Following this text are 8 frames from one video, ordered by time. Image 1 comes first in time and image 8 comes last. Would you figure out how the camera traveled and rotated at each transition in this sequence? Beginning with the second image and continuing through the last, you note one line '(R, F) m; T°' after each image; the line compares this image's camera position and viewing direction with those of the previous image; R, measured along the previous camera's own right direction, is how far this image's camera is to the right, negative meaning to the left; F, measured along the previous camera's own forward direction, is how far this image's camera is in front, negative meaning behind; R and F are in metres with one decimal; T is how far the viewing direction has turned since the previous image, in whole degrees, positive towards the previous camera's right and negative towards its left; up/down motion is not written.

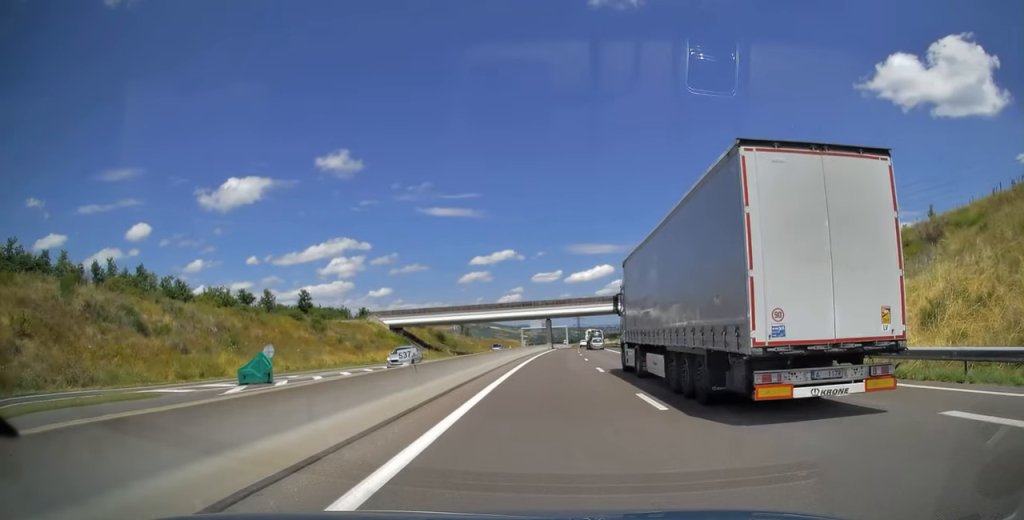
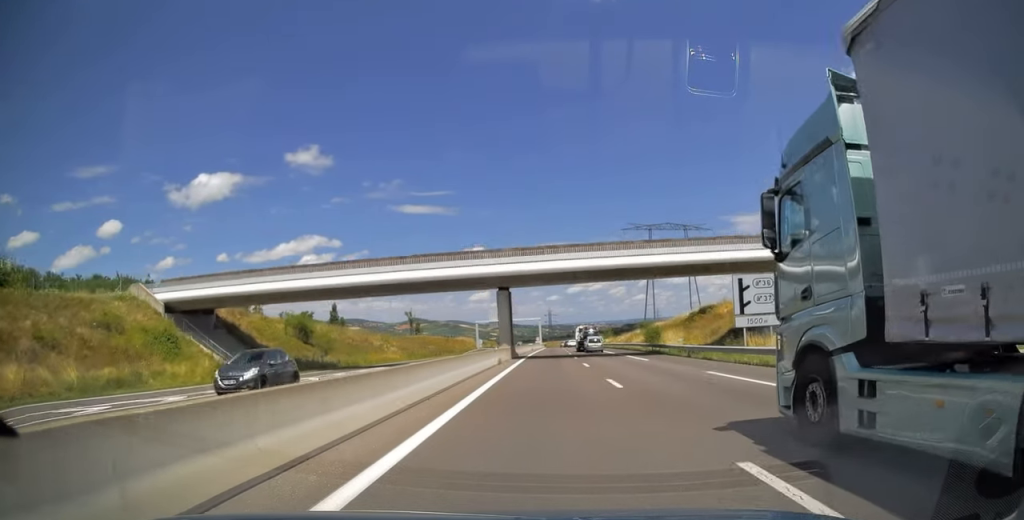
(+1.6, +60.4) m; +3°
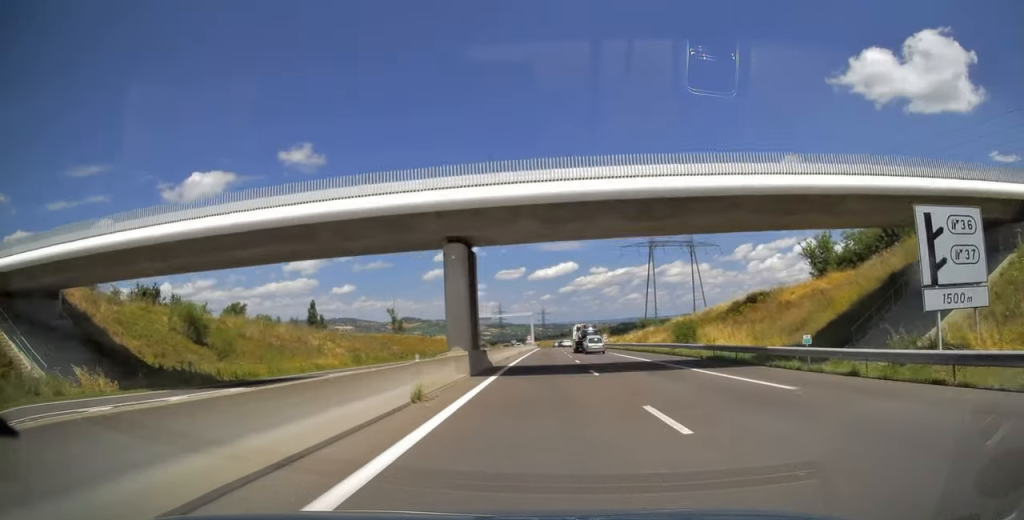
(+0.2, +20.9) m; +1°
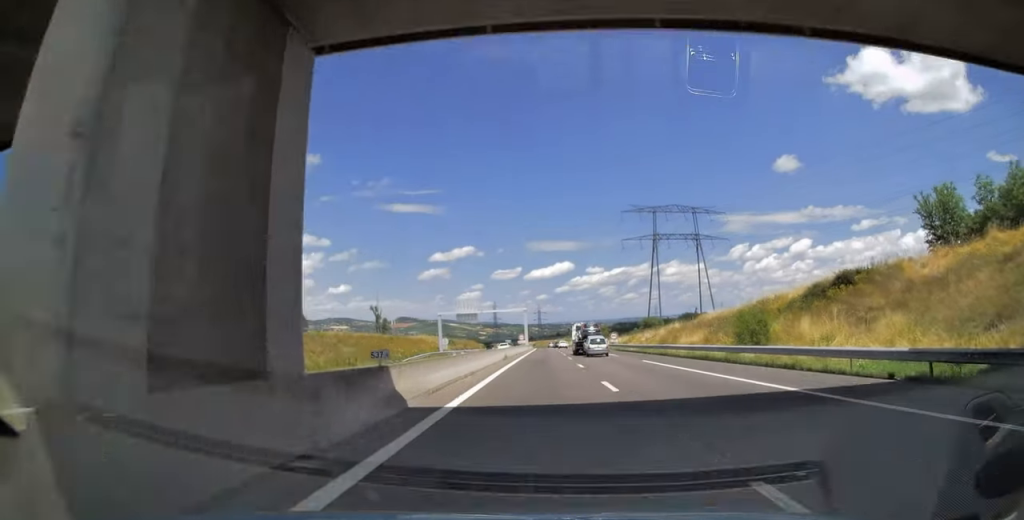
(+0.1, +19.3) m; +1°
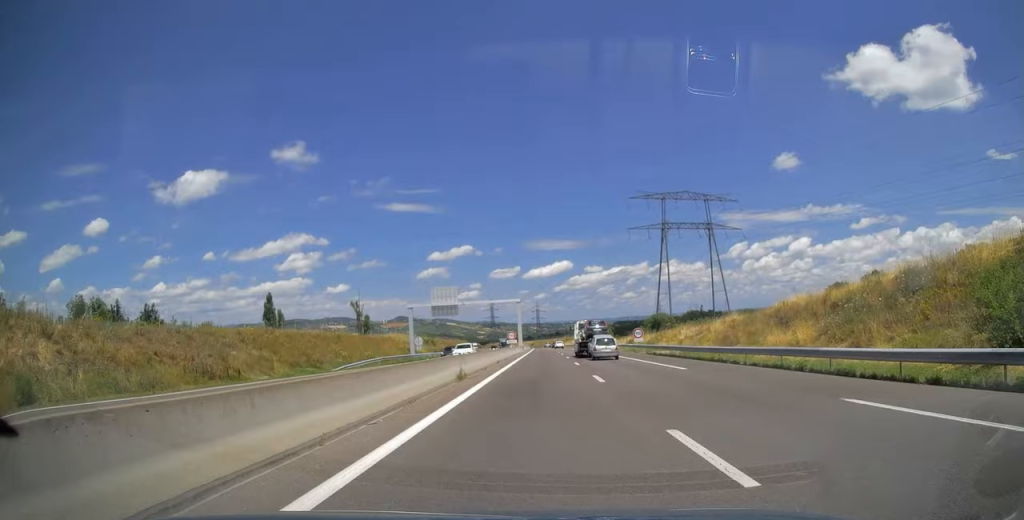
(+0.2, +23.0) m; 0°
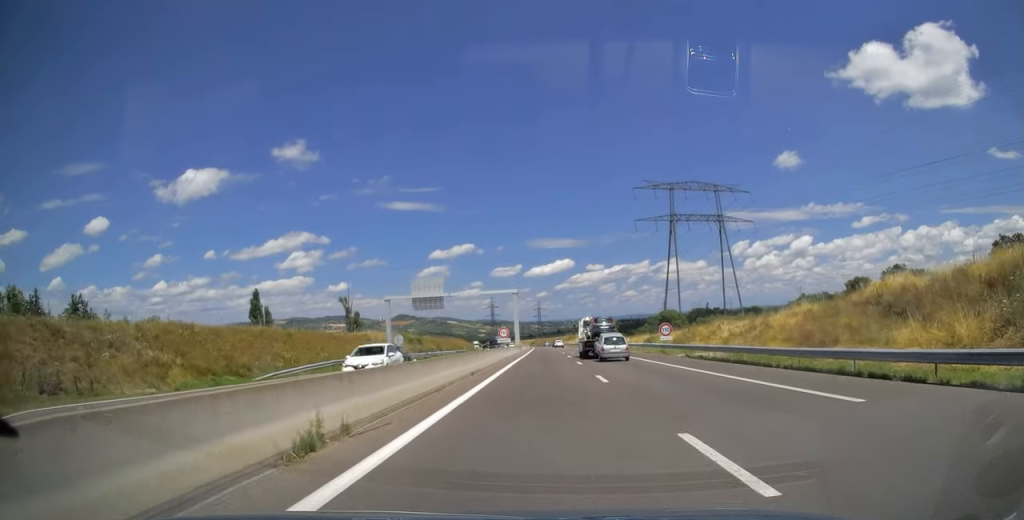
(0.0, +13.6) m; 0°
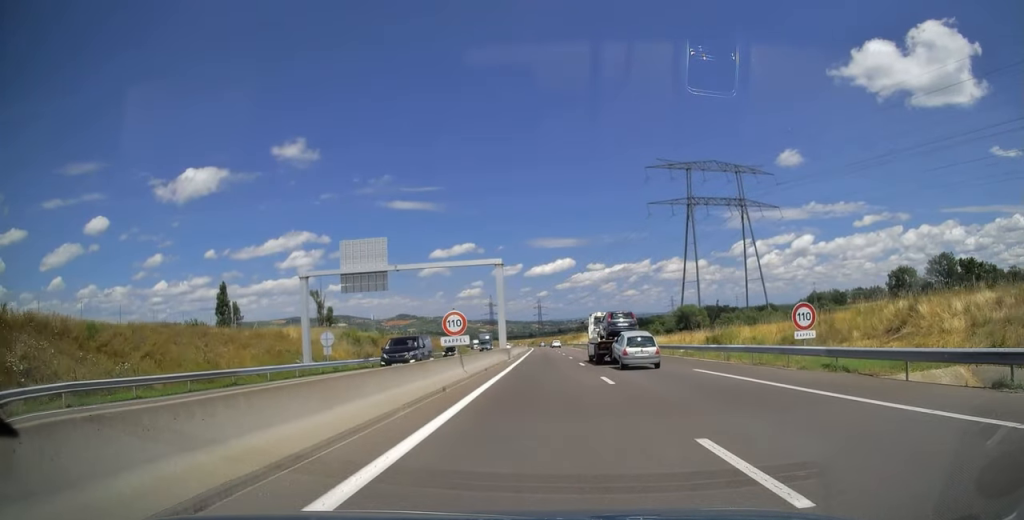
(0.0, +26.6) m; 0°
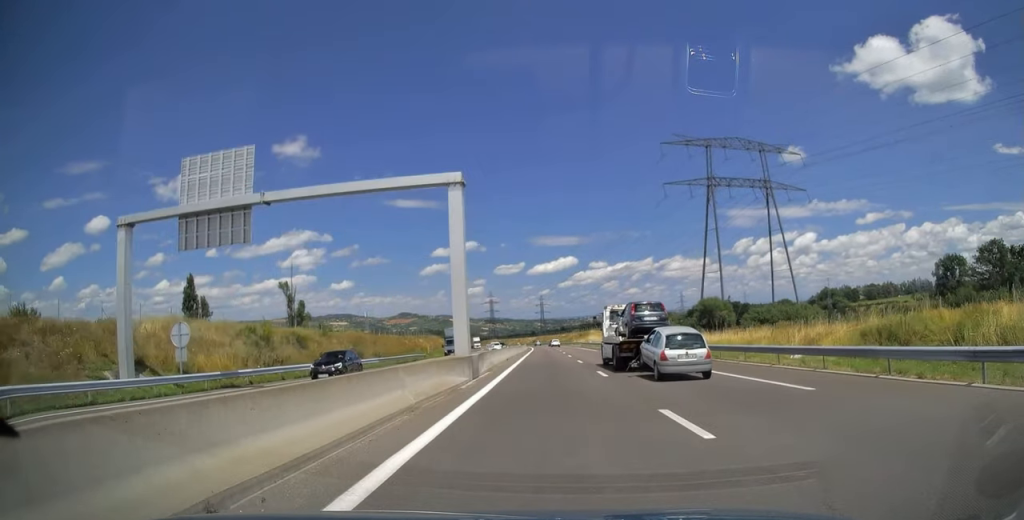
(-0.1, +23.0) m; 0°
